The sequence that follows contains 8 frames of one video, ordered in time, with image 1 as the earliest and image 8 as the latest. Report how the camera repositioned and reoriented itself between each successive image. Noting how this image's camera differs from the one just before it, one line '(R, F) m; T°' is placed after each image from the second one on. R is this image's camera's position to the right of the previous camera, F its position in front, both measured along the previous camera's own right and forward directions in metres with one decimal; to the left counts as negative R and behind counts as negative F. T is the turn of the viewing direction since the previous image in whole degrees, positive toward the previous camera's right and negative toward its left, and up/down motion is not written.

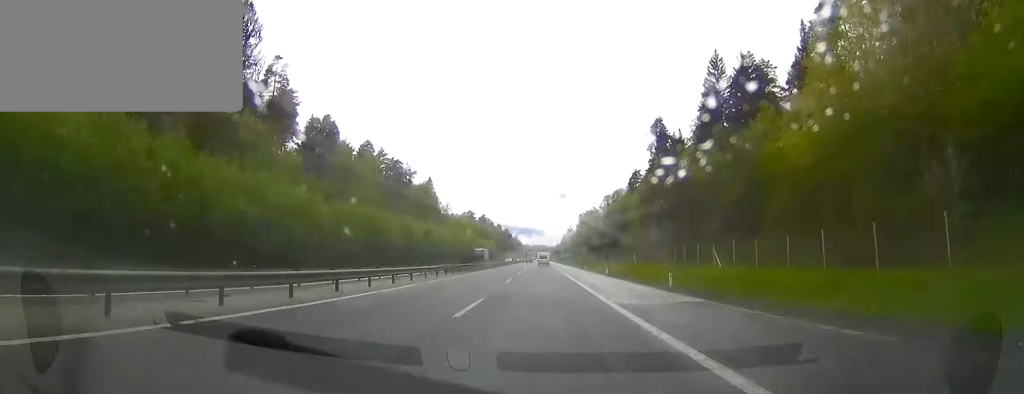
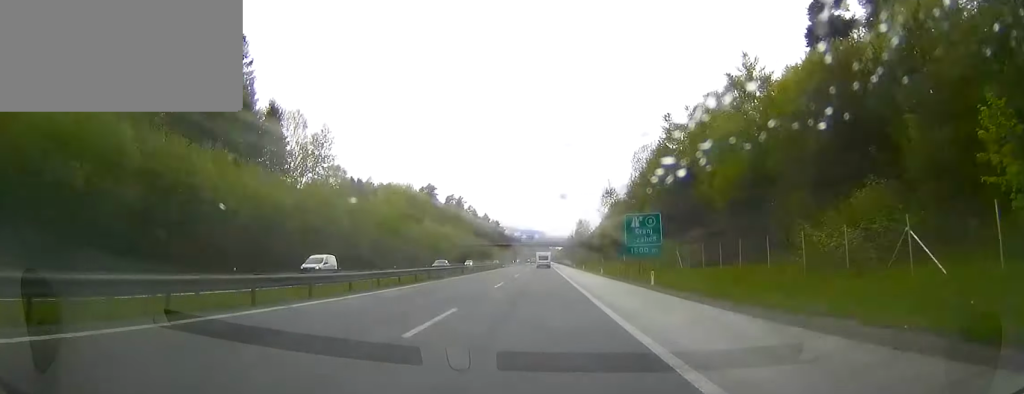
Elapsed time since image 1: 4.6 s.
(-0.7, +147.3) m; 0°
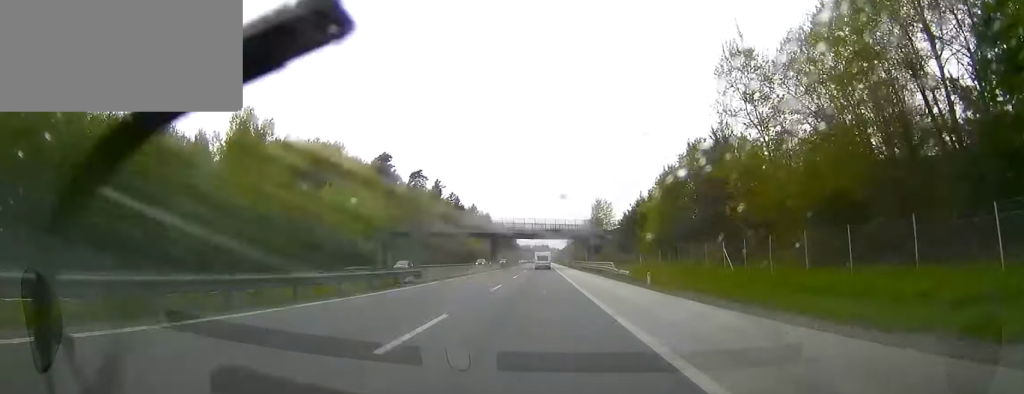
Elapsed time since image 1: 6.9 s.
(-0.1, +73.6) m; 0°
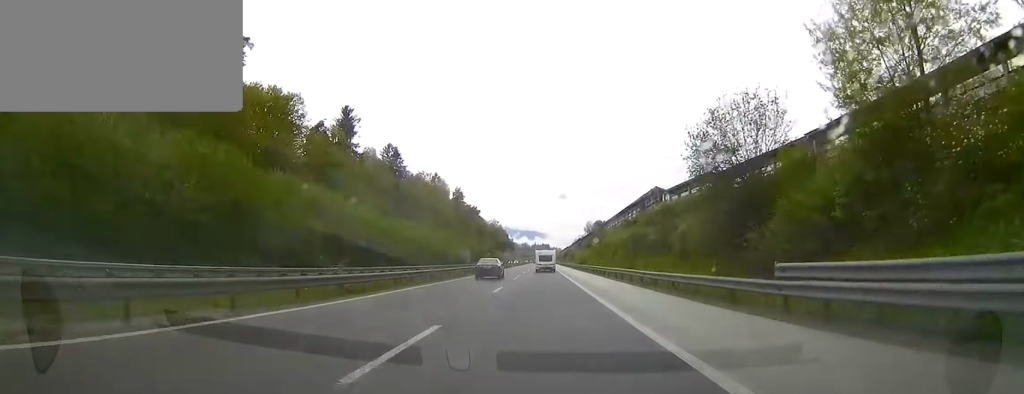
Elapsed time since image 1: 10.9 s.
(+0.2, +127.4) m; 0°
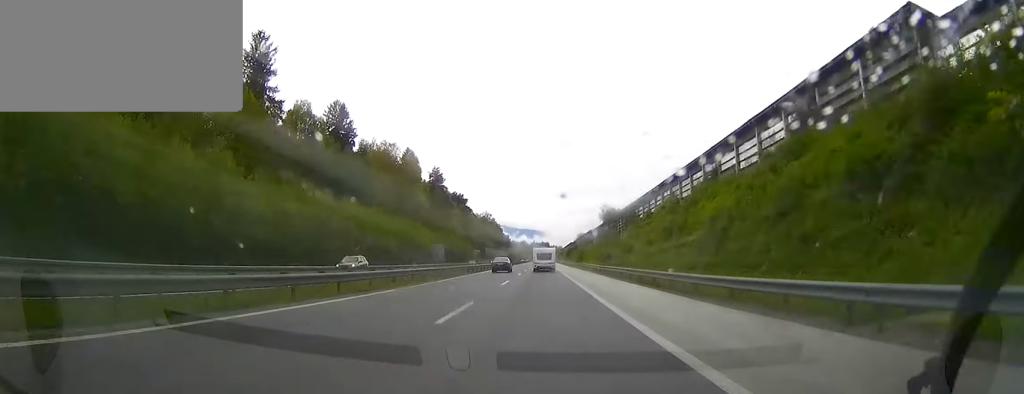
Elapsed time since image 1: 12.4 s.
(+0.3, +47.5) m; 0°
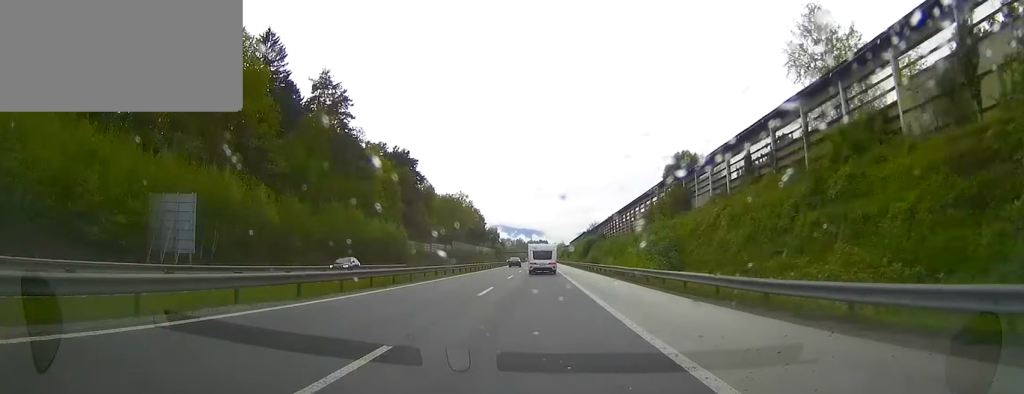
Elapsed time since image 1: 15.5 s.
(-0.1, +97.4) m; 0°
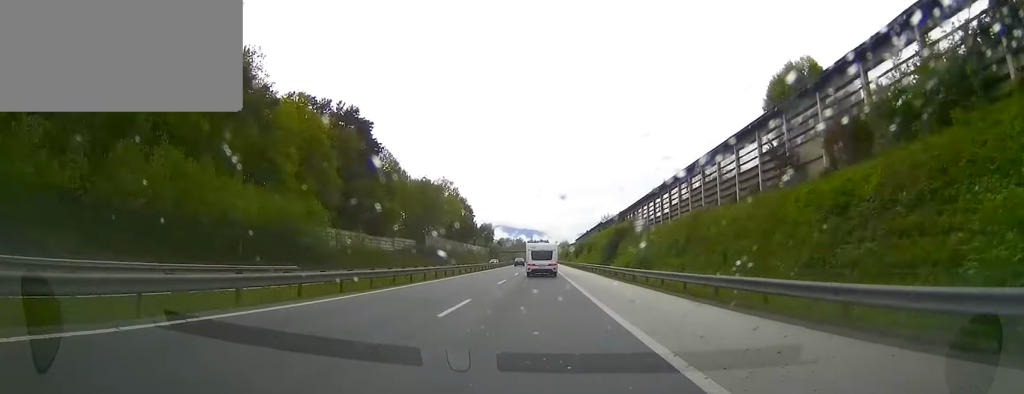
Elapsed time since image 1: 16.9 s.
(0.0, +43.7) m; 0°
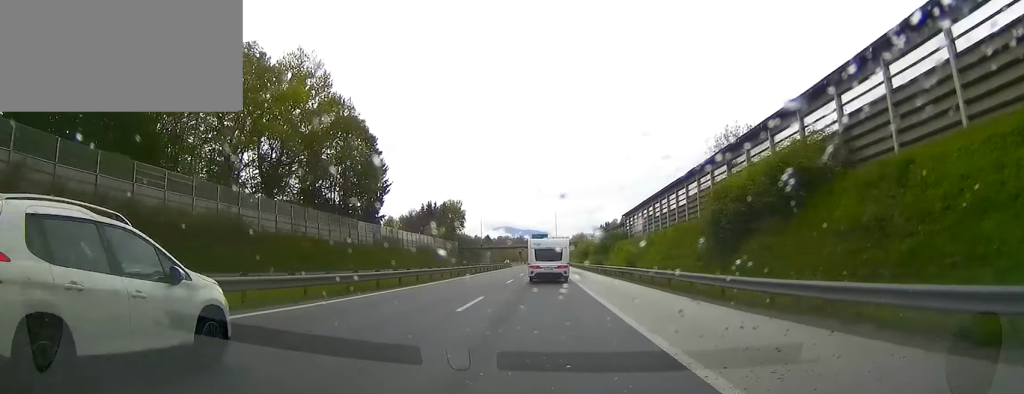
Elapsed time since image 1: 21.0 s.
(-0.7, +127.2) m; -1°
